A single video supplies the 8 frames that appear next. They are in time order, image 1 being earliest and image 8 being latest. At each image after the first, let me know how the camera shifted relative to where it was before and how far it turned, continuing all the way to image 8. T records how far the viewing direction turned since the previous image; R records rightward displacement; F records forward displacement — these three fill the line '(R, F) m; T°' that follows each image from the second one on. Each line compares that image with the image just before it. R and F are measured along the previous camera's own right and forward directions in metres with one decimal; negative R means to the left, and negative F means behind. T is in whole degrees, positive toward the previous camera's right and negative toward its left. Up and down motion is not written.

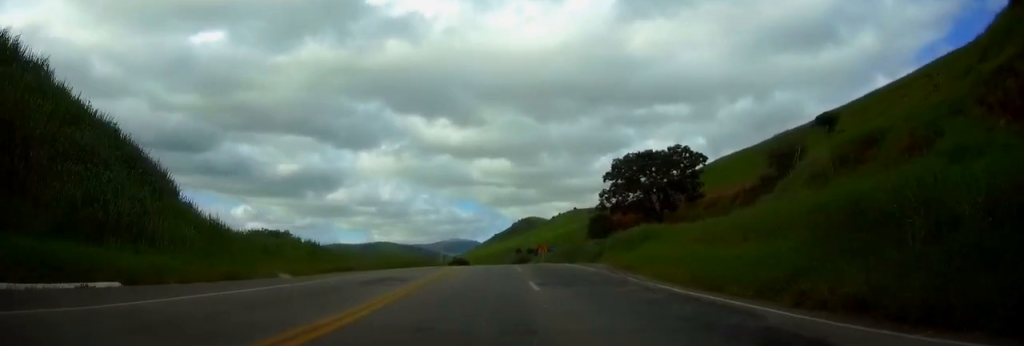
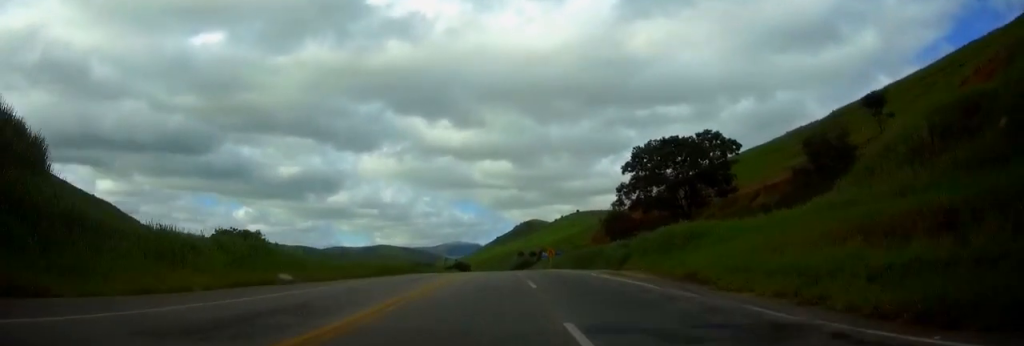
(0.0, +11.8) m; 0°
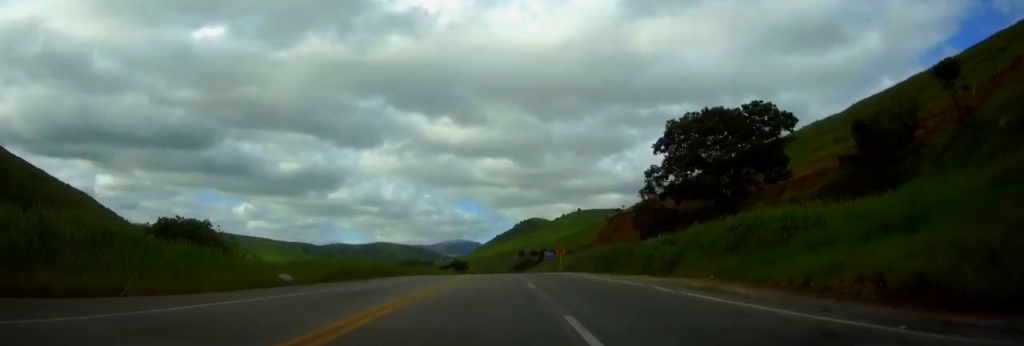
(0.0, +14.6) m; 0°
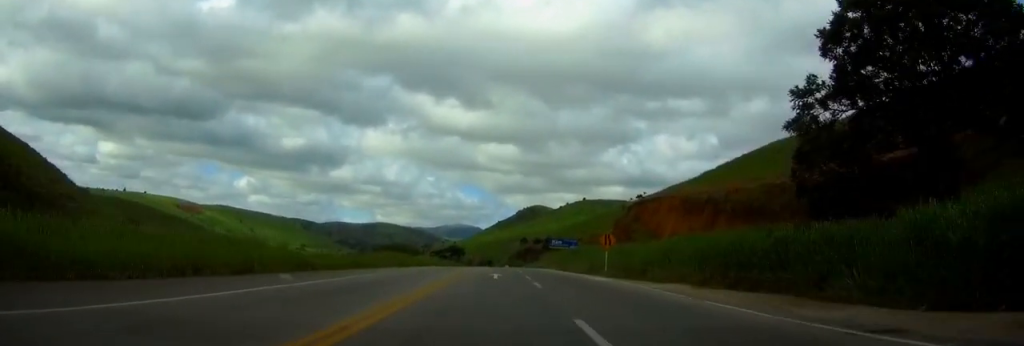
(0.0, +31.3) m; 0°
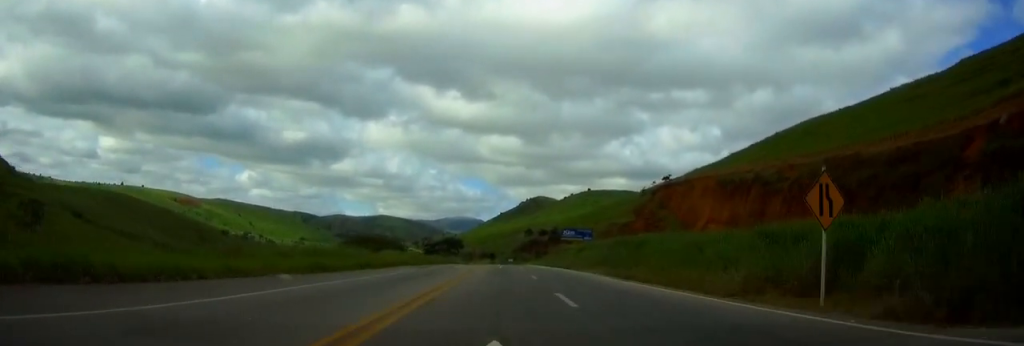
(-0.2, +29.7) m; 0°
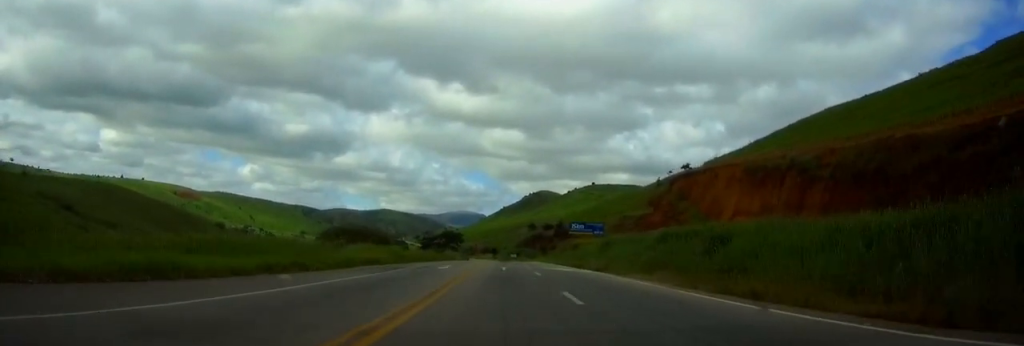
(0.0, +15.9) m; 0°
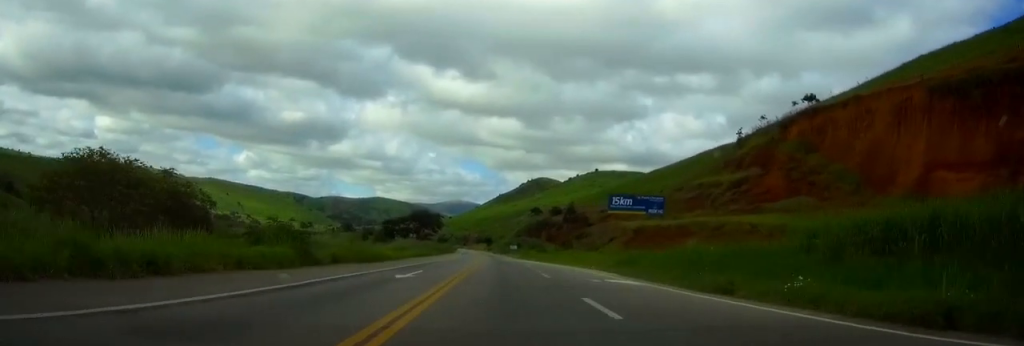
(+0.5, +68.1) m; 0°
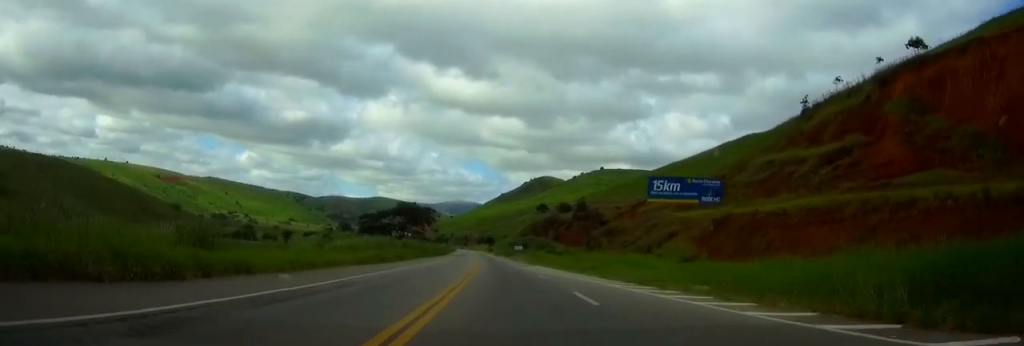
(-0.1, +27.6) m; 0°
